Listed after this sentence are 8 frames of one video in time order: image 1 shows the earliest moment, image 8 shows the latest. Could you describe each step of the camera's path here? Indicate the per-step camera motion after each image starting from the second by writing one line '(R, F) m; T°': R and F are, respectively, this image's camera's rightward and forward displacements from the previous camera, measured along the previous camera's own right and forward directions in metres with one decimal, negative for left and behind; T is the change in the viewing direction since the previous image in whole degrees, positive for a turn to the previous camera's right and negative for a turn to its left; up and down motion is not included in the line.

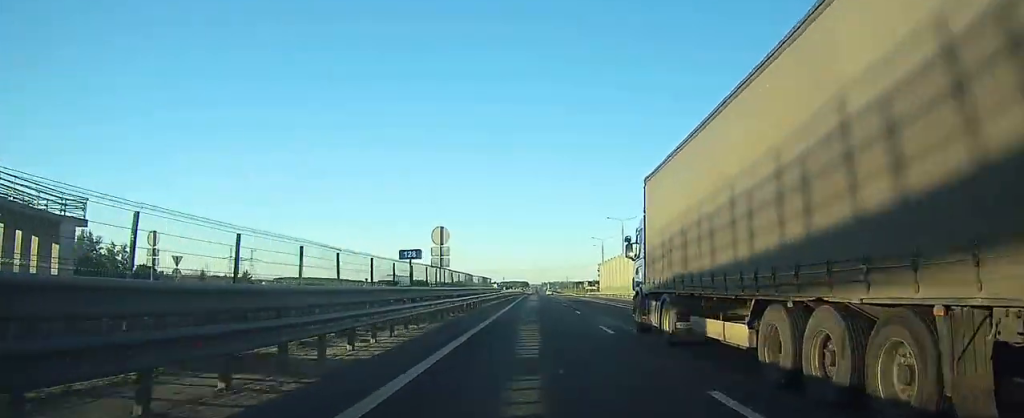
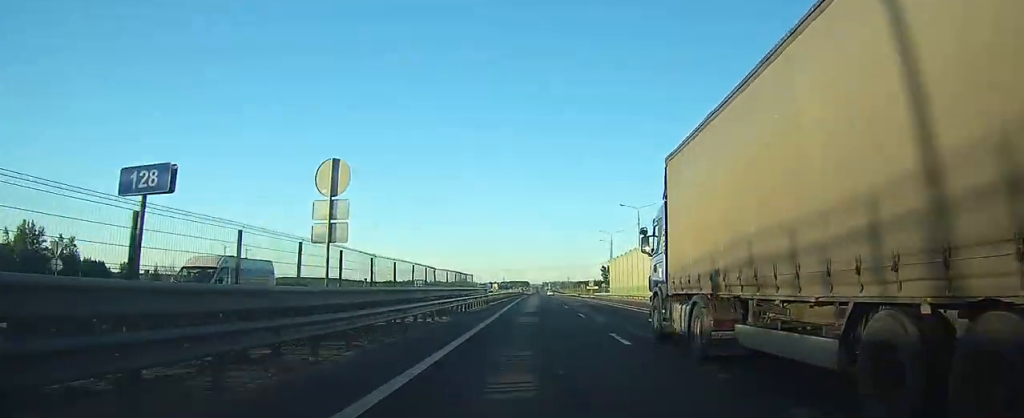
(0.0, +15.0) m; 0°
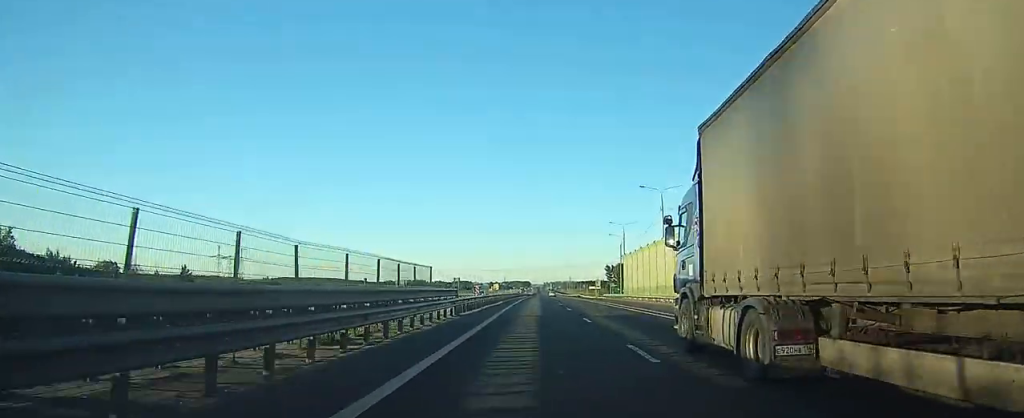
(0.0, +15.0) m; 0°
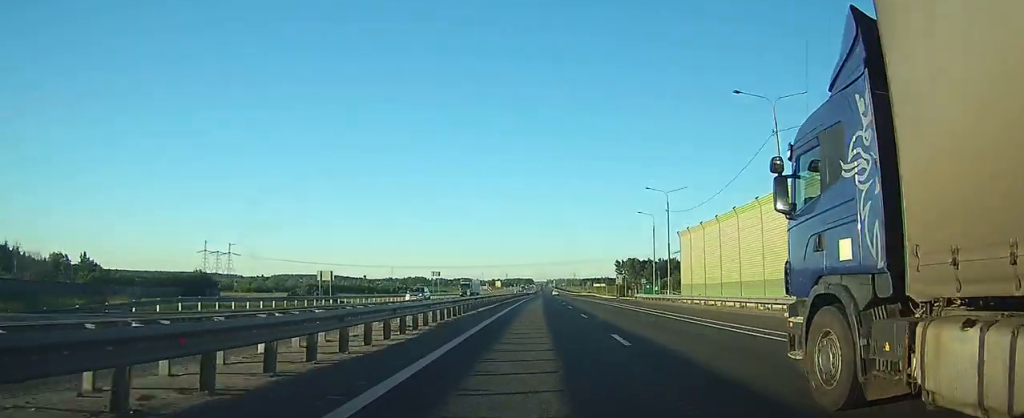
(0.0, +33.1) m; 0°
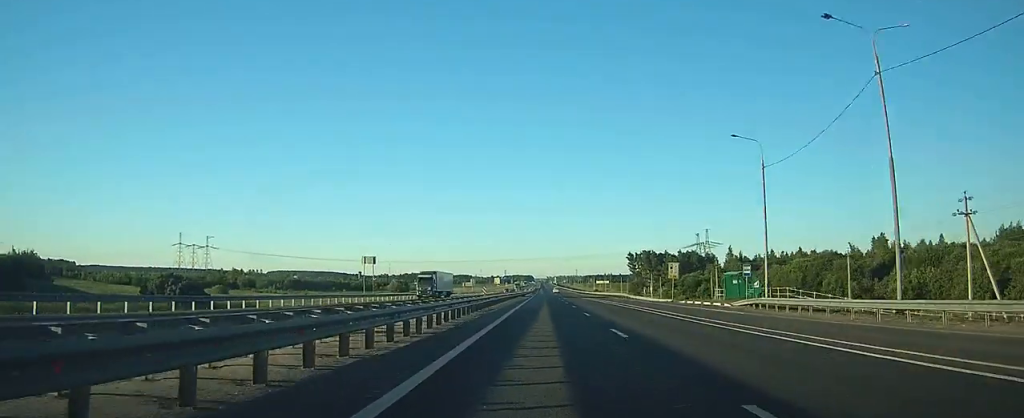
(0.0, +45.7) m; 0°
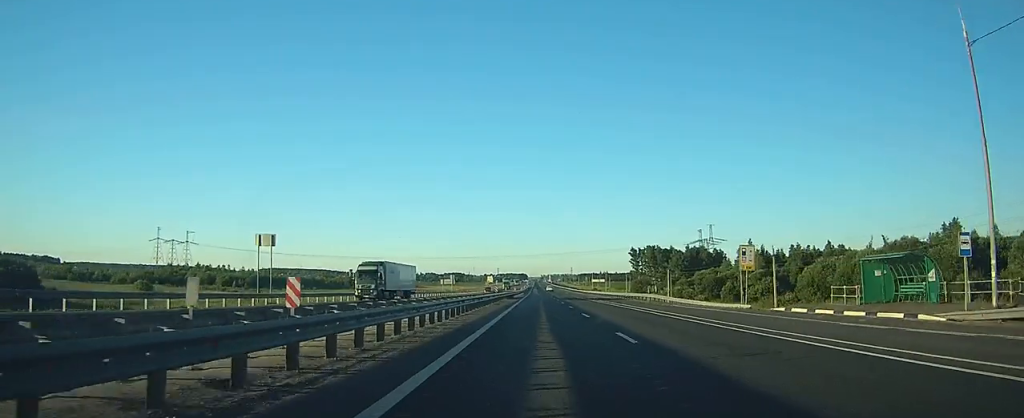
(0.0, +25.9) m; 0°
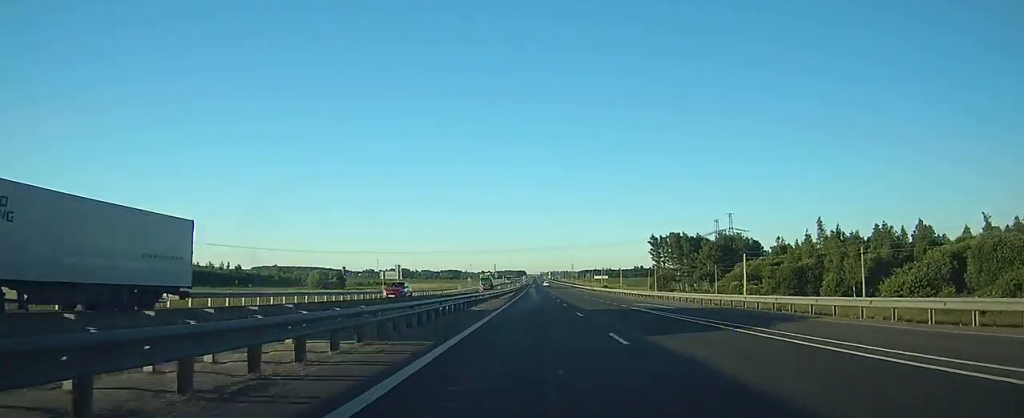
(0.0, +48.4) m; 0°
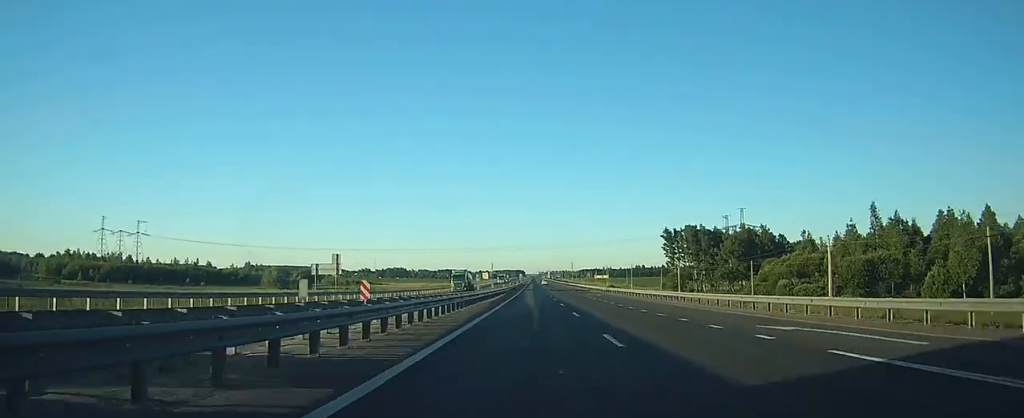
(+0.1, +24.4) m; 0°
